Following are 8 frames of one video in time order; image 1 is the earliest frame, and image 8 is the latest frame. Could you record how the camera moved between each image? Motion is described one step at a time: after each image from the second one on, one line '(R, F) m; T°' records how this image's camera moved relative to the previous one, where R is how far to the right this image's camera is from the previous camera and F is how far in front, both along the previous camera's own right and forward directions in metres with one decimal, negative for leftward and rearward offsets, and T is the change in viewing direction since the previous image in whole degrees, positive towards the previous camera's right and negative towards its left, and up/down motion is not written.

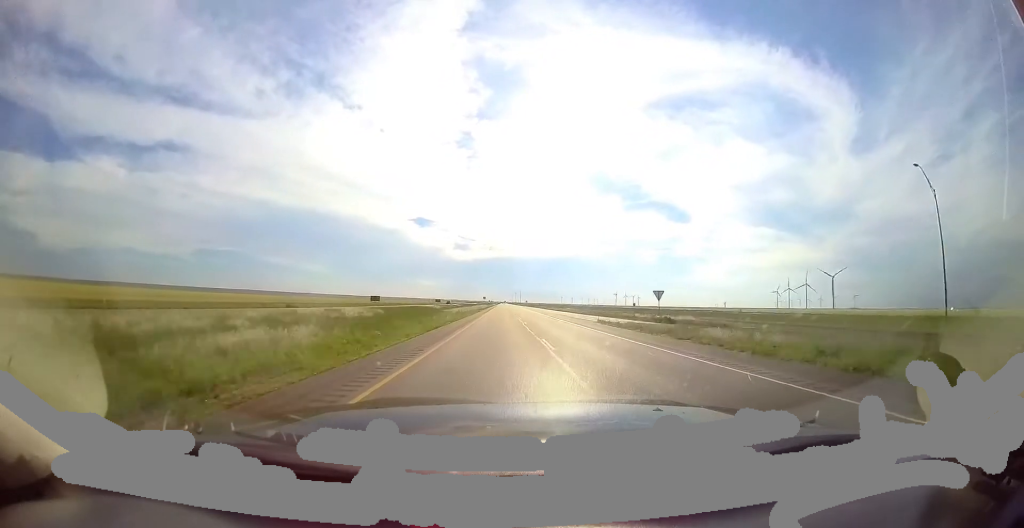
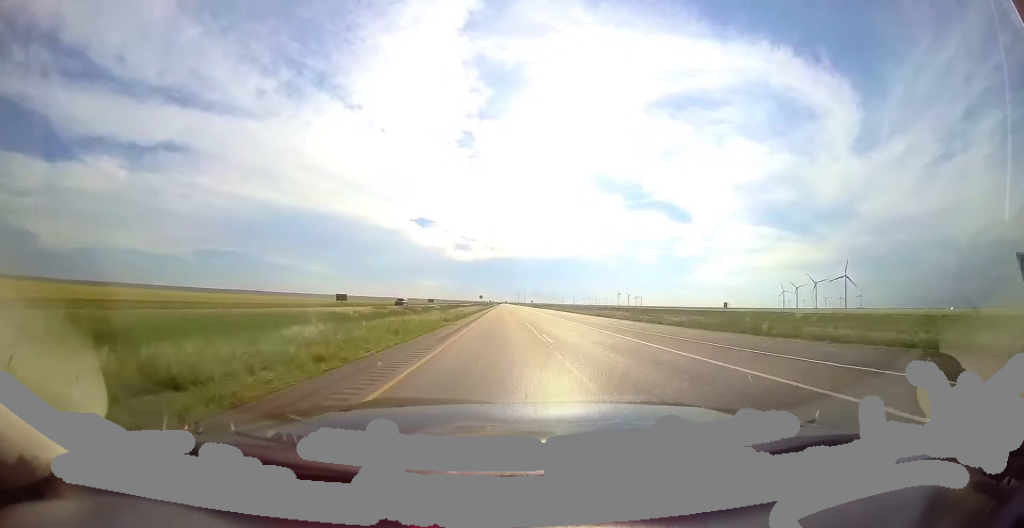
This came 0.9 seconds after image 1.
(0.0, +34.9) m; 0°
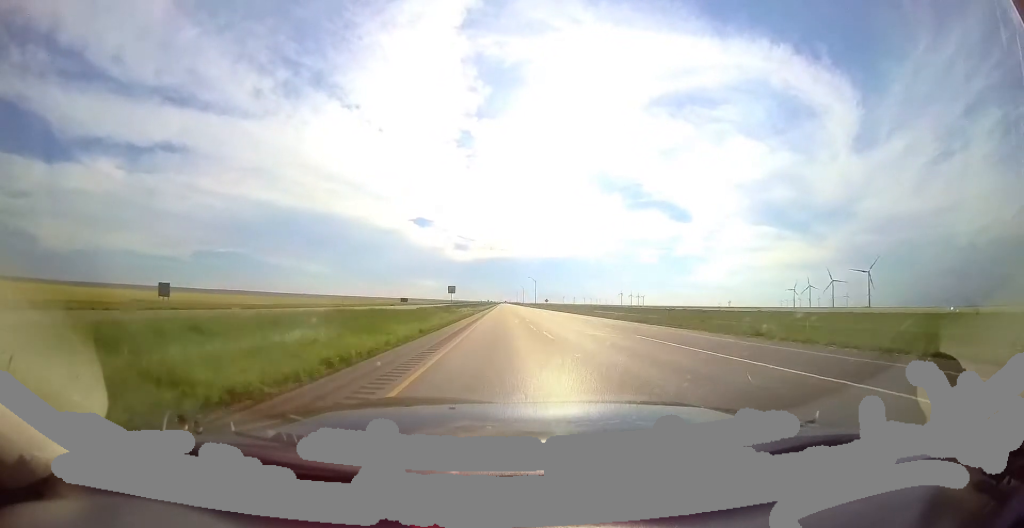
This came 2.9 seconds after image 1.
(-0.5, +72.3) m; -1°
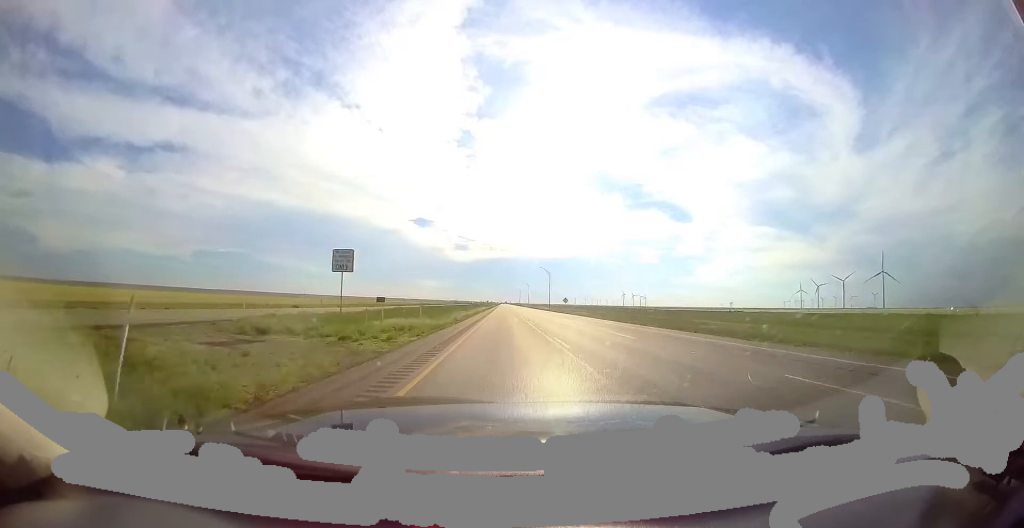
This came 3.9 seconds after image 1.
(-0.3, +39.7) m; 0°
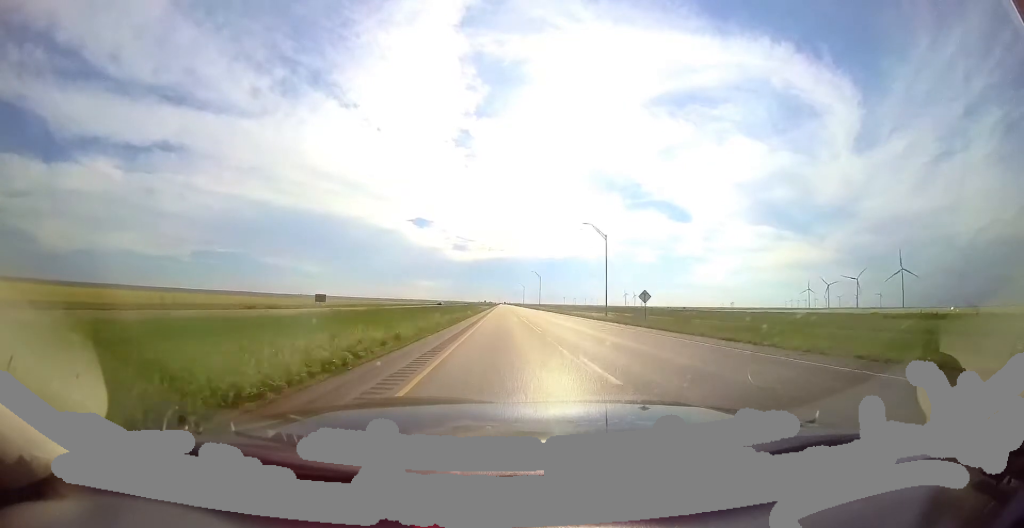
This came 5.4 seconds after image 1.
(+0.2, +54.6) m; +1°
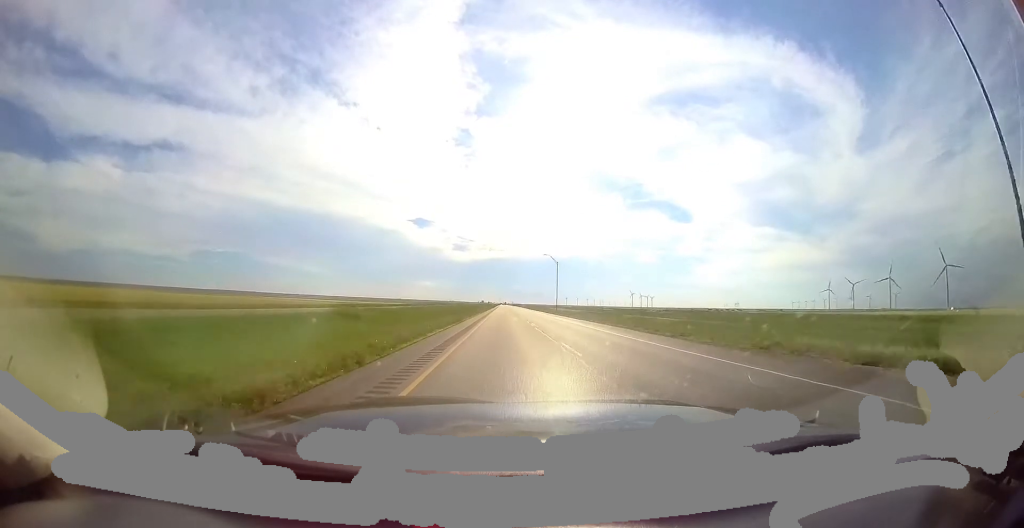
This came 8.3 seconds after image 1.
(+1.0, +108.4) m; 0°
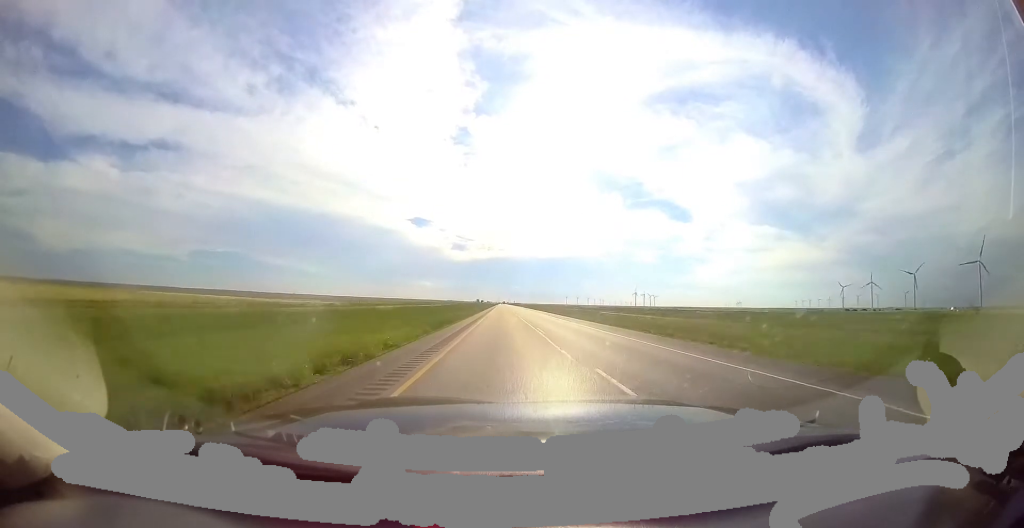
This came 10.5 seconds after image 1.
(-1.1, +78.6) m; 0°
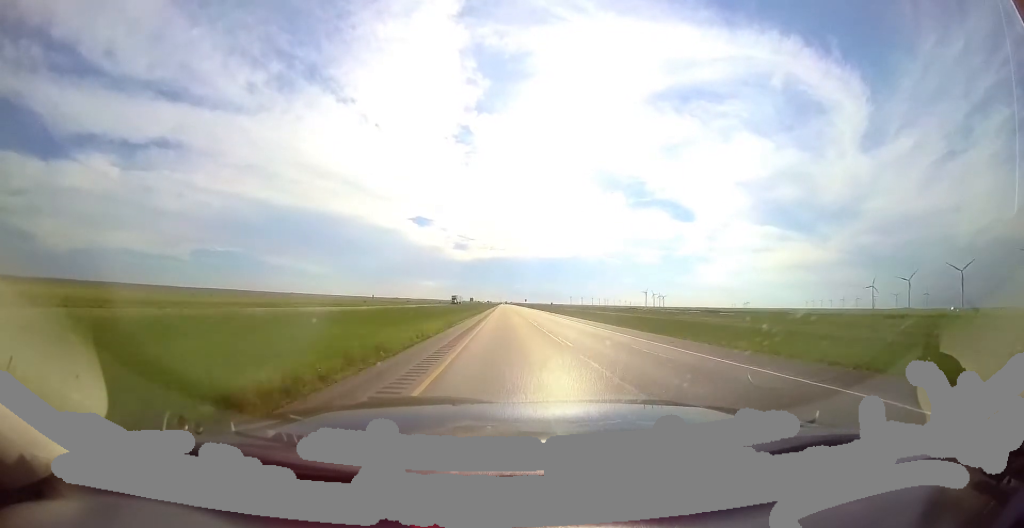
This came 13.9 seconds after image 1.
(+1.6, +127.6) m; 0°
